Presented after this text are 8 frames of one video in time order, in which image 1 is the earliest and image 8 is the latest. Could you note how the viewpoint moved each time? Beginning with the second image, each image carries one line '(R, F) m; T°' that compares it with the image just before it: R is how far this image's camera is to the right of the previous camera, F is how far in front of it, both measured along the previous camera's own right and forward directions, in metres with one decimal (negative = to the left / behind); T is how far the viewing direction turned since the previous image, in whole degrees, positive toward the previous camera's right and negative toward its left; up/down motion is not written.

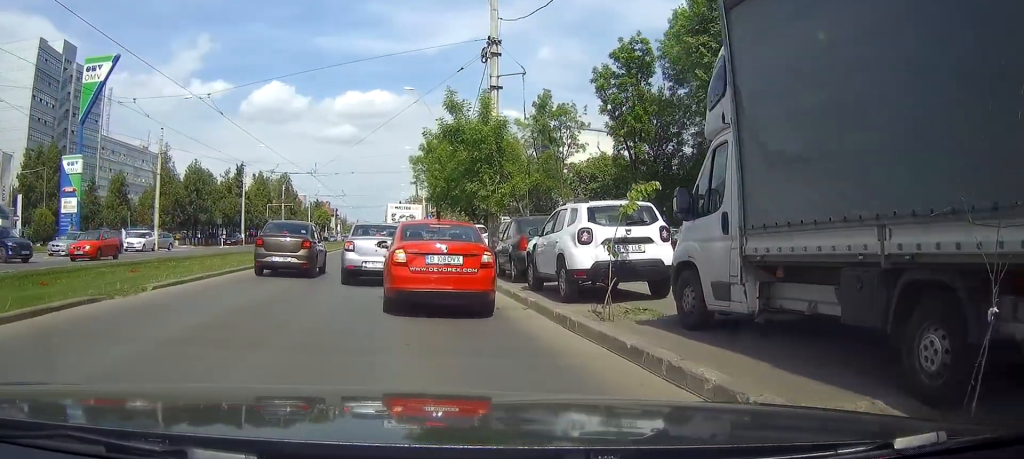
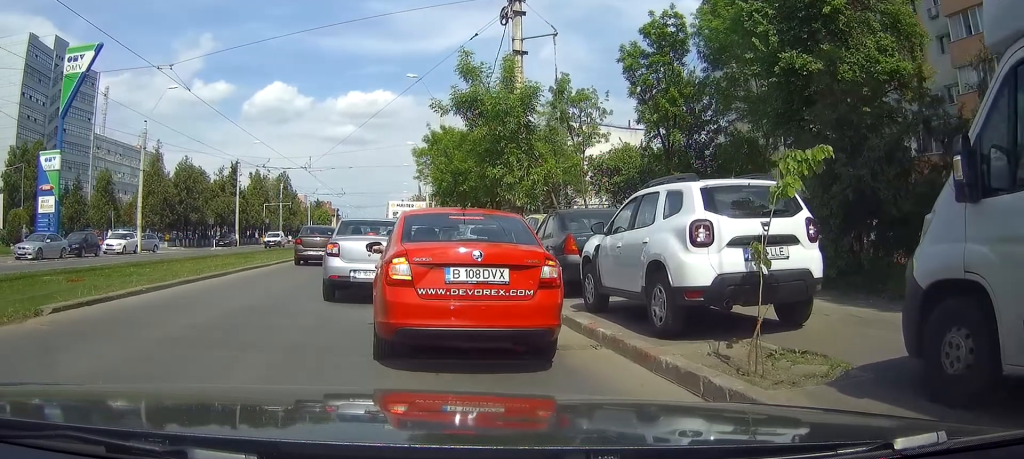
(0.0, +2.7) m; 0°
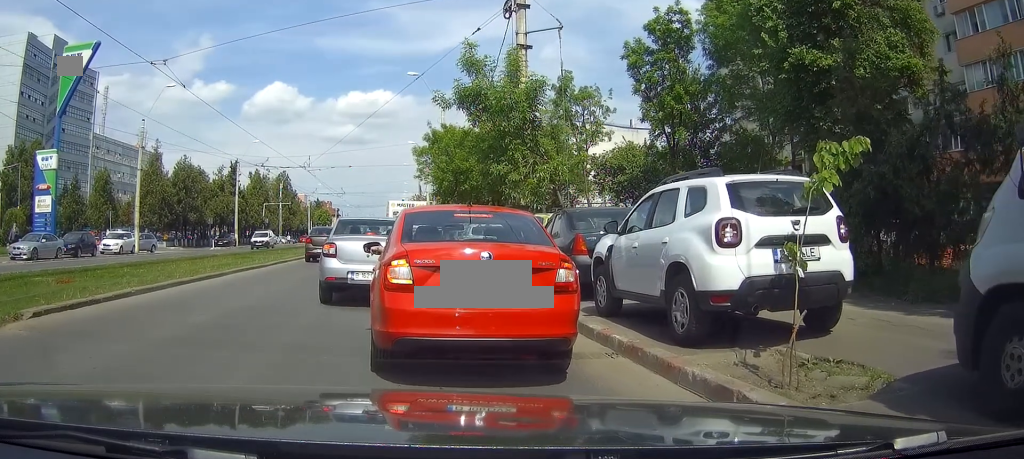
(+0.1, +0.3) m; 0°
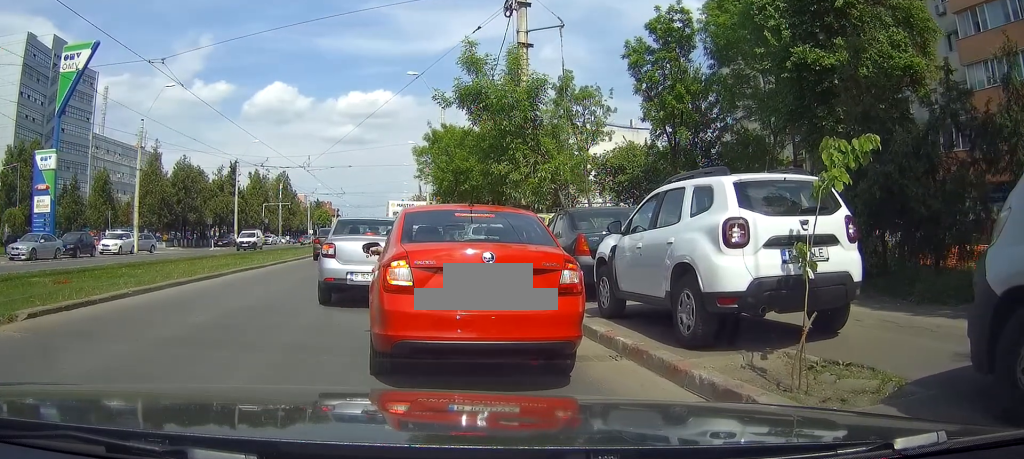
(0.0, 0.0) m; 0°
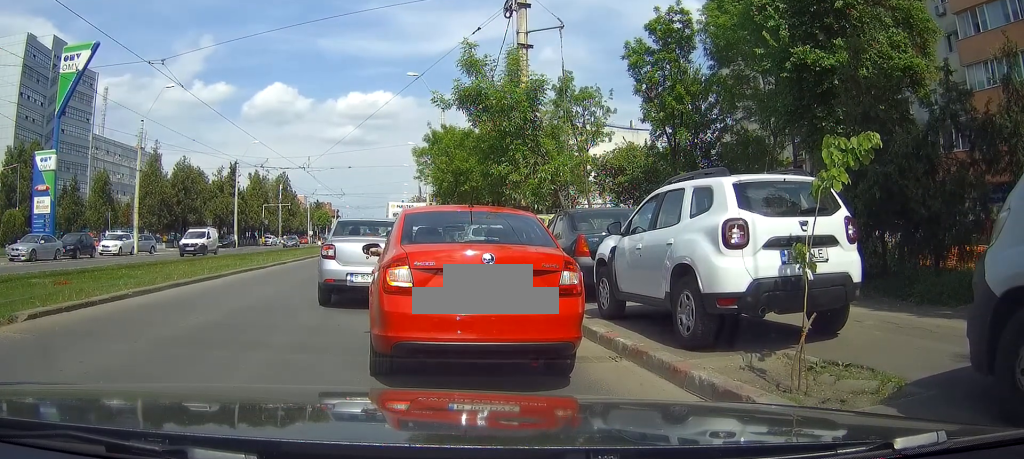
(0.0, 0.0) m; 0°
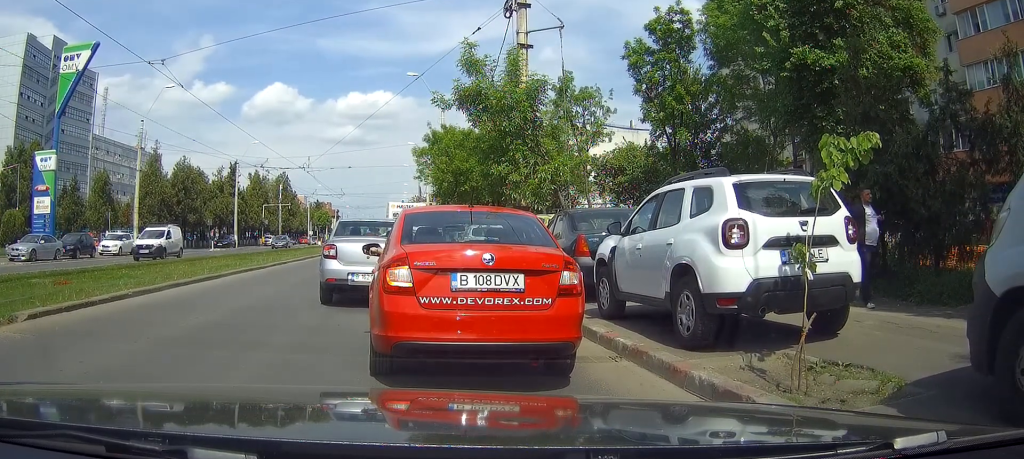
(0.0, 0.0) m; 0°
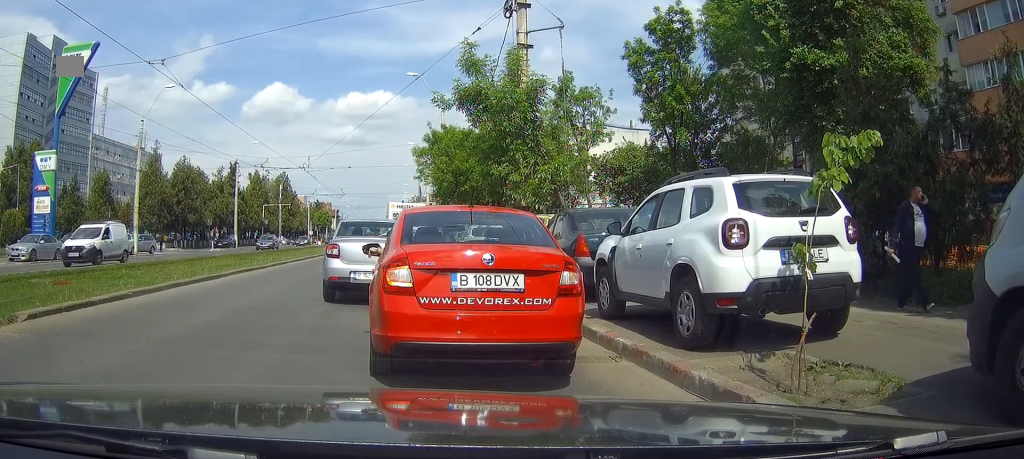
(0.0, 0.0) m; 0°
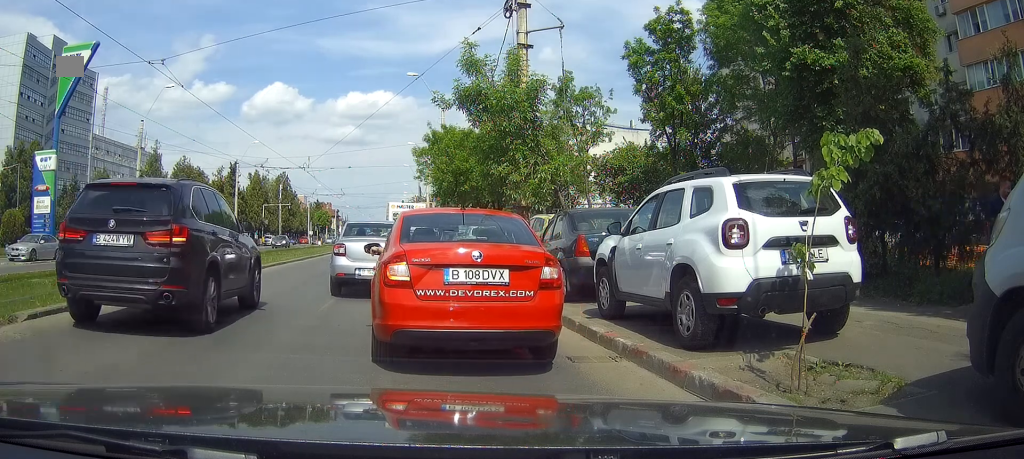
(0.0, 0.0) m; 0°
